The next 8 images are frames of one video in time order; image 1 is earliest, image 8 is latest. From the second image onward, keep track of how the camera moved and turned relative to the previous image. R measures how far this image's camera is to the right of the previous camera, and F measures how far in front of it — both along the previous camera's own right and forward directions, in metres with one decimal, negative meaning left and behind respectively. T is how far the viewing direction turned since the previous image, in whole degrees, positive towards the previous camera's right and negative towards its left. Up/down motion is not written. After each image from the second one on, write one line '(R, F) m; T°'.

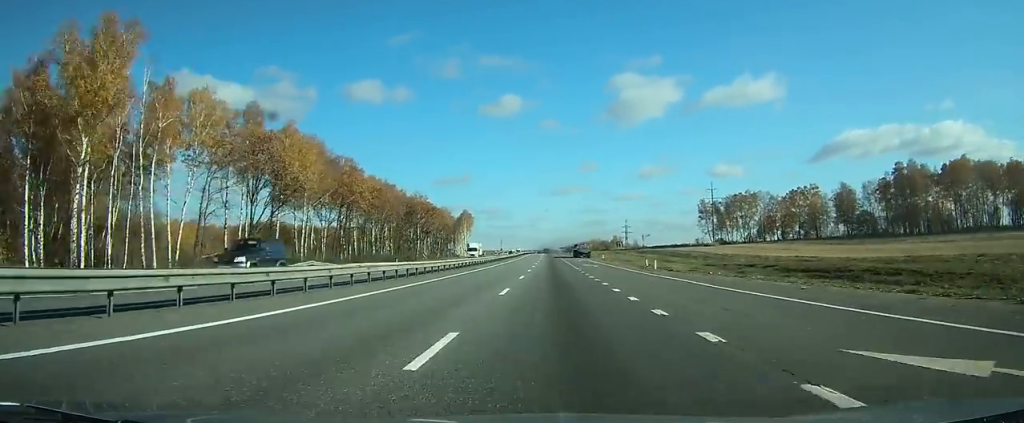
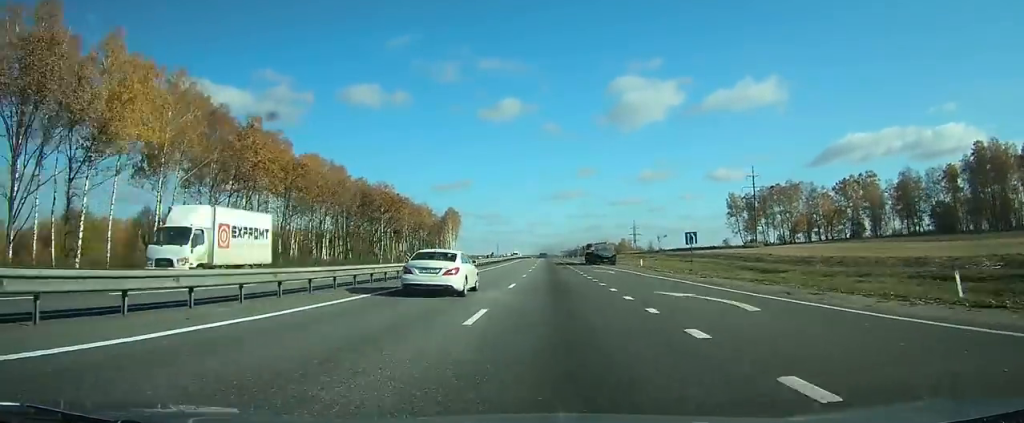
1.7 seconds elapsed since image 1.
(+0.1, +44.9) m; 0°
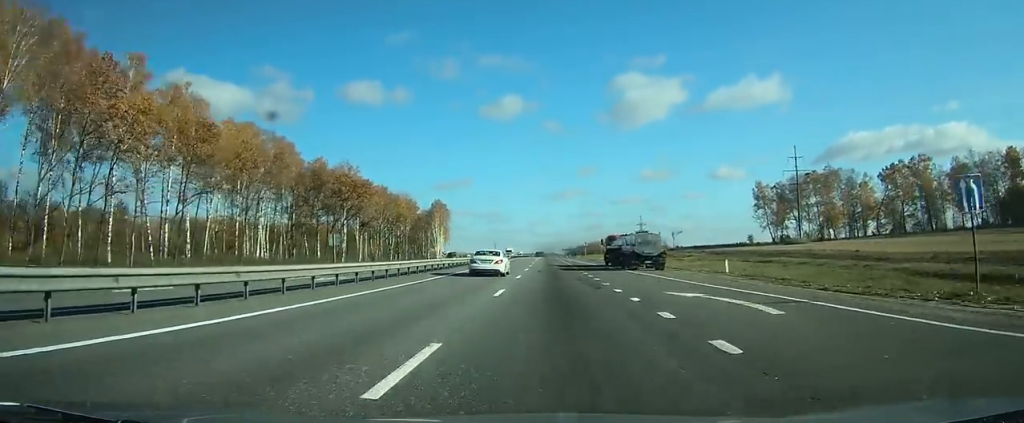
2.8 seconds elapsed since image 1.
(0.0, +31.0) m; 0°
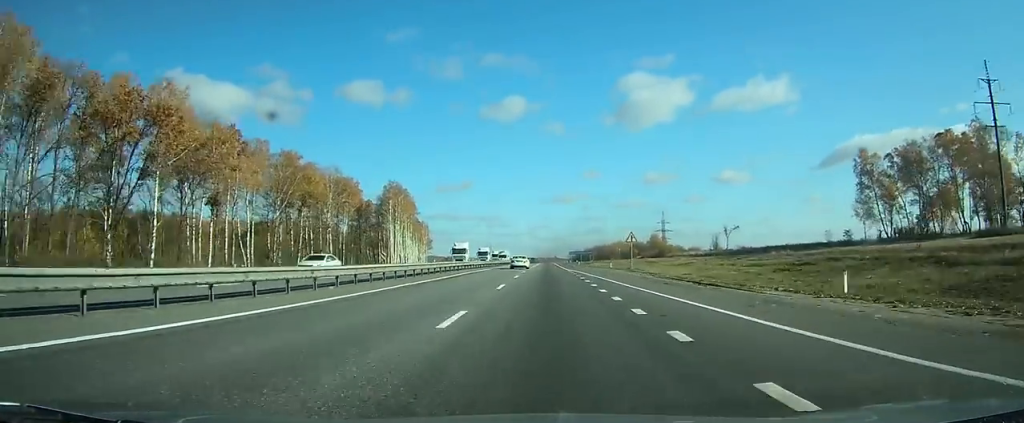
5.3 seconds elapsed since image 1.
(+0.1, +68.4) m; 0°
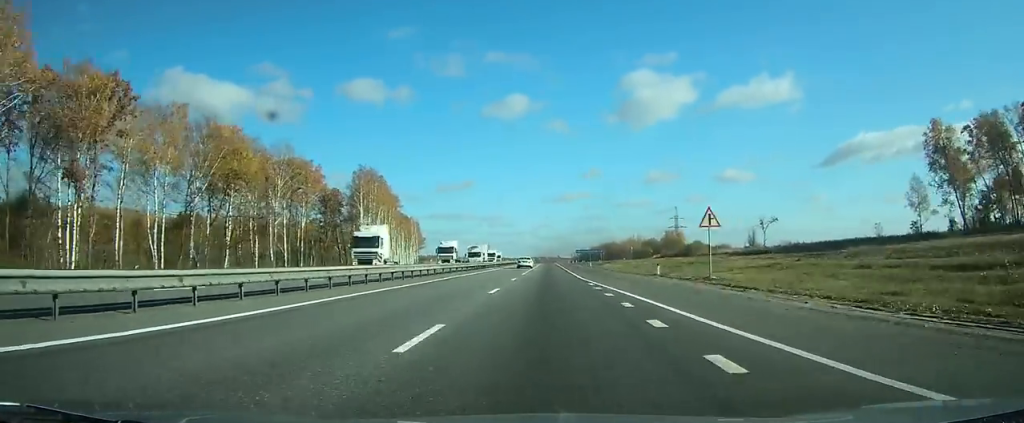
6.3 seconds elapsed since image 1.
(+0.1, +26.5) m; 0°
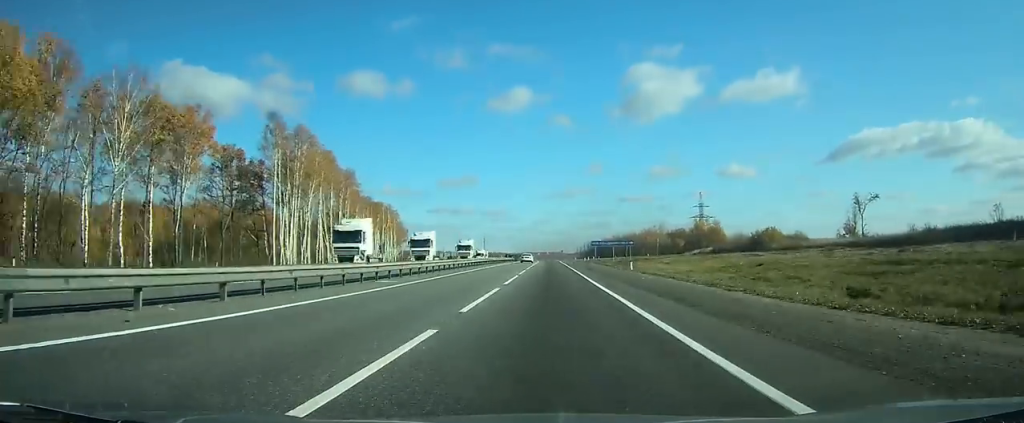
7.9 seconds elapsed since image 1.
(-0.3, +41.1) m; 0°
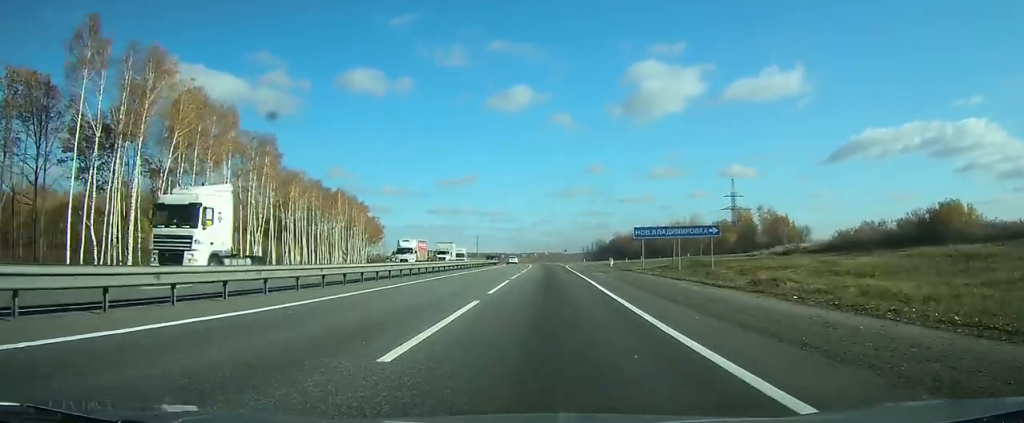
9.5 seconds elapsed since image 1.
(-0.1, +39.1) m; 0°
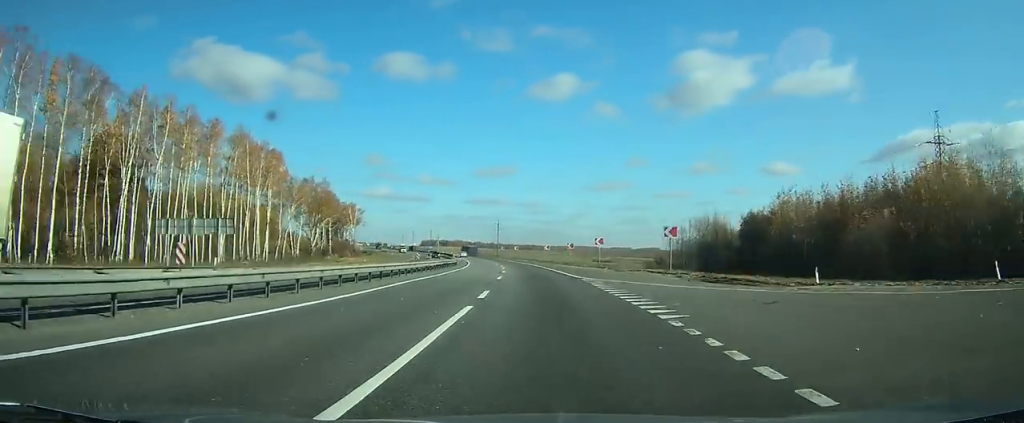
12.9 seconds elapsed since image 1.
(-1.8, +93.3) m; -4°
